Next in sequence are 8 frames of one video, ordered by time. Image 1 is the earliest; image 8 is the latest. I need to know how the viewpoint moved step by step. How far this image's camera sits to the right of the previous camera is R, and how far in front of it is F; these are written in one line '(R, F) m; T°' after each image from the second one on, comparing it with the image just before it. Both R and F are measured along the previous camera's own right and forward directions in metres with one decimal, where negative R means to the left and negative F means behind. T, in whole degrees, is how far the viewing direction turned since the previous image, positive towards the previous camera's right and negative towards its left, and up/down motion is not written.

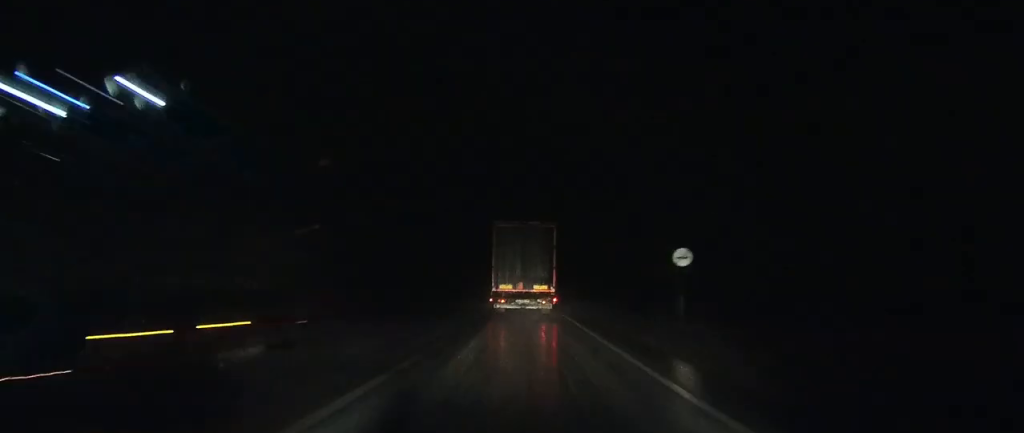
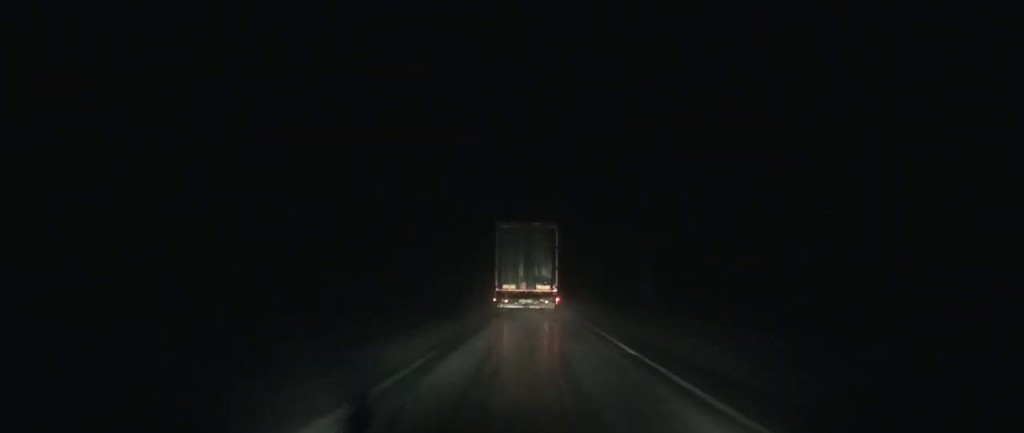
(-0.3, +60.0) m; 0°
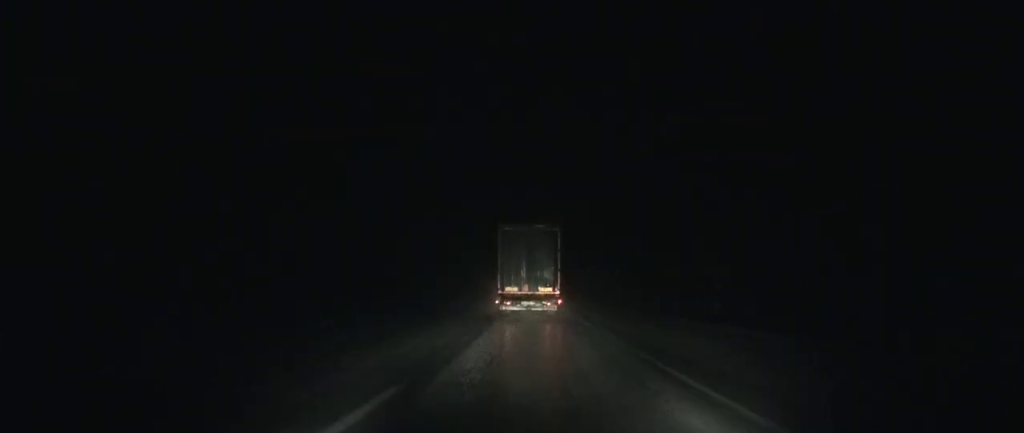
(-0.1, +28.1) m; 0°
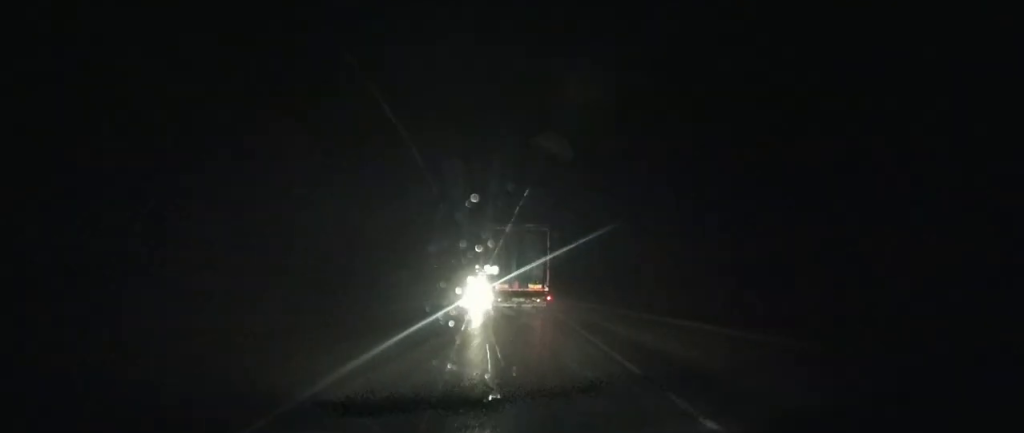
(-0.1, +83.5) m; -1°
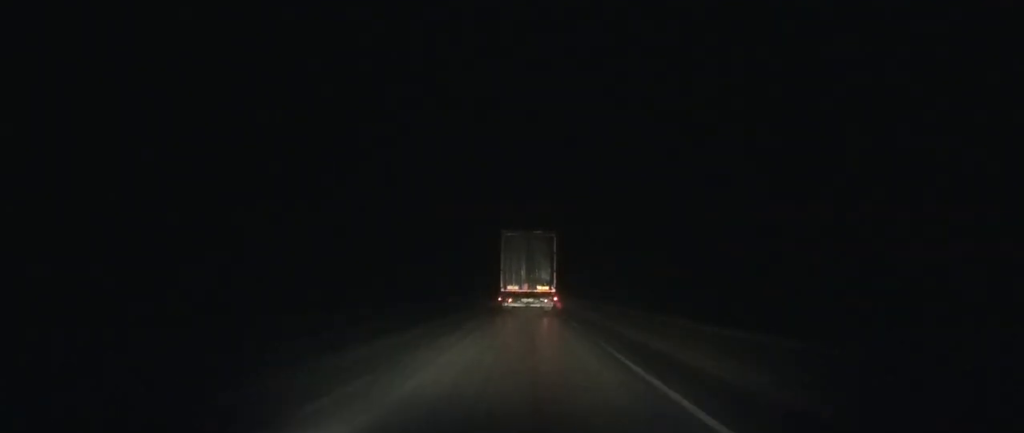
(-0.7, +83.3) m; -1°
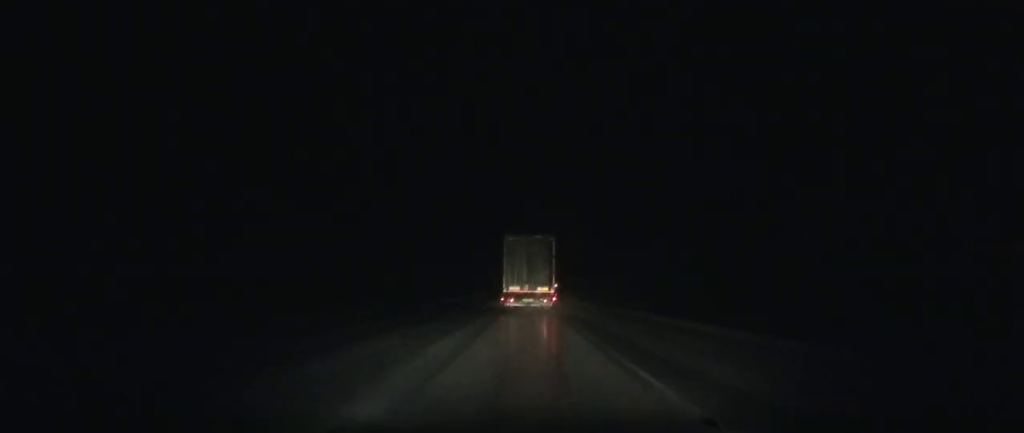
(-0.2, +67.3) m; -1°
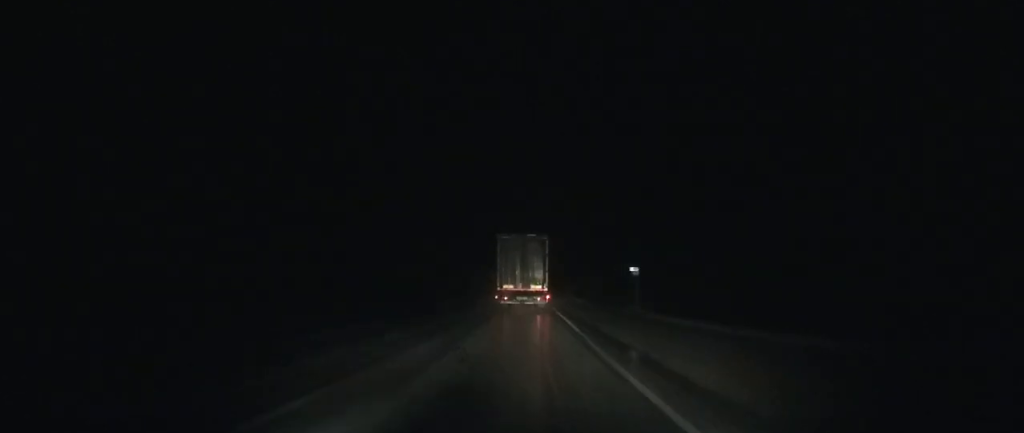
(-0.6, +82.9) m; -1°
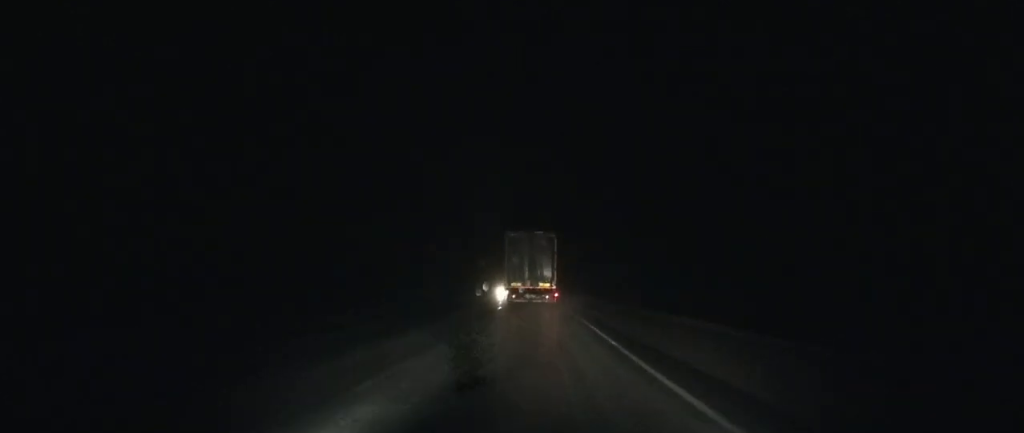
(-0.2, +33.4) m; 0°
